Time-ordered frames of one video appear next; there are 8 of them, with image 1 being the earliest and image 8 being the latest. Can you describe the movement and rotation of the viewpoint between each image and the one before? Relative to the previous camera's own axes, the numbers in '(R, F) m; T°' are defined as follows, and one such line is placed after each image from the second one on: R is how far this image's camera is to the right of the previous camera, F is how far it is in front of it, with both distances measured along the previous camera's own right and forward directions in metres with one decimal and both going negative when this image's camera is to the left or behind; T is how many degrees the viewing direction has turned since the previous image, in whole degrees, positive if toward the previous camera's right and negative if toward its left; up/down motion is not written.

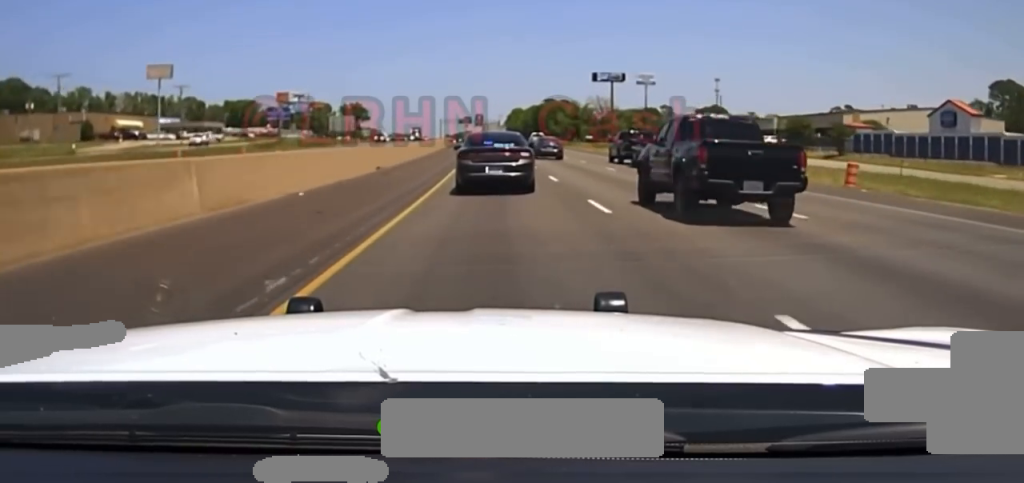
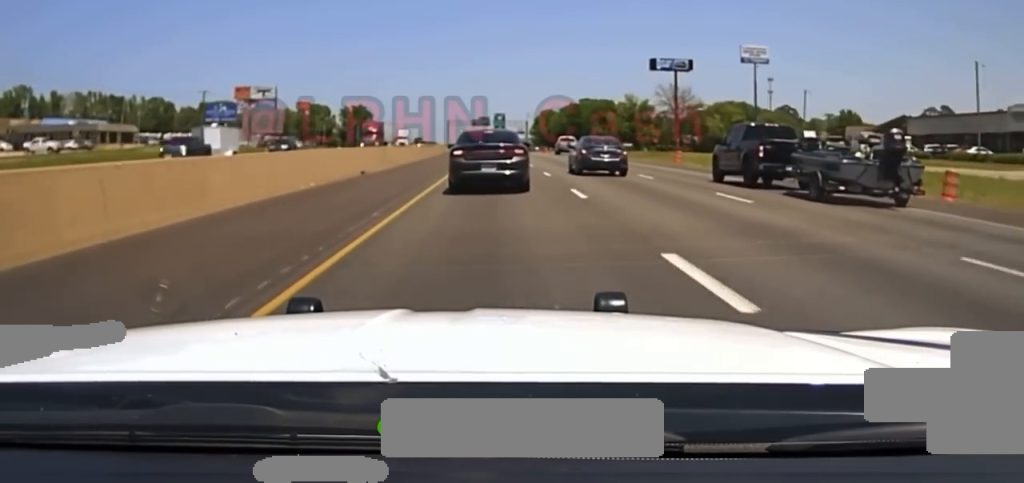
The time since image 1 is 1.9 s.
(-1.0, +88.2) m; -1°
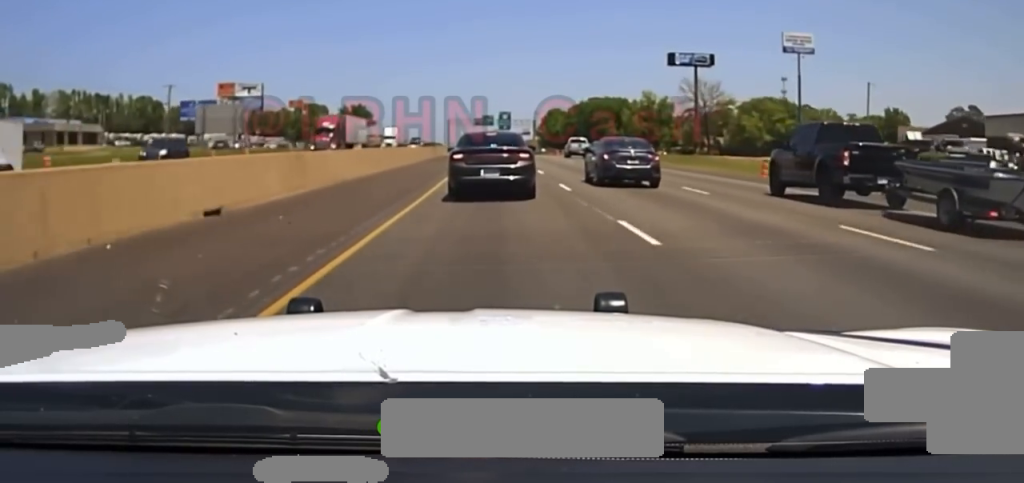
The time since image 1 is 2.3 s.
(-0.1, +23.8) m; 0°
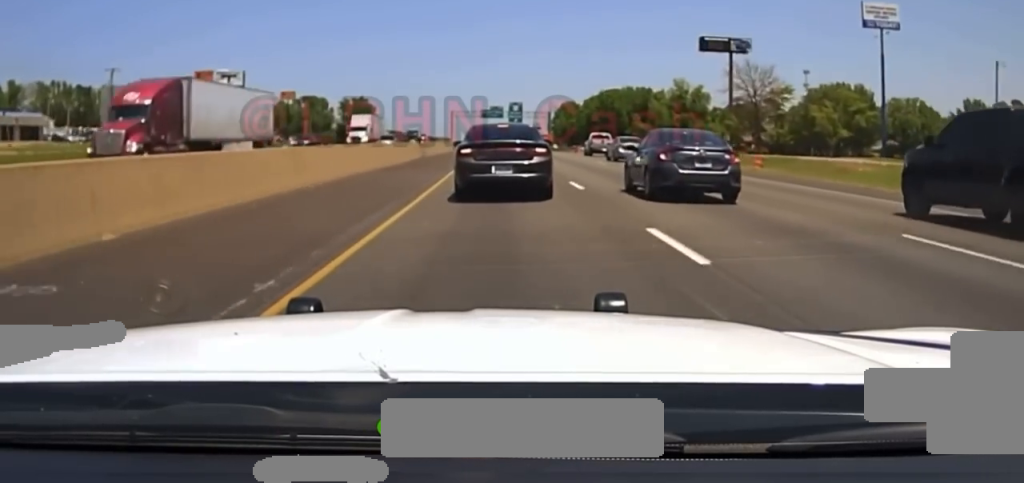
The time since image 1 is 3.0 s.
(-0.2, +29.4) m; -1°
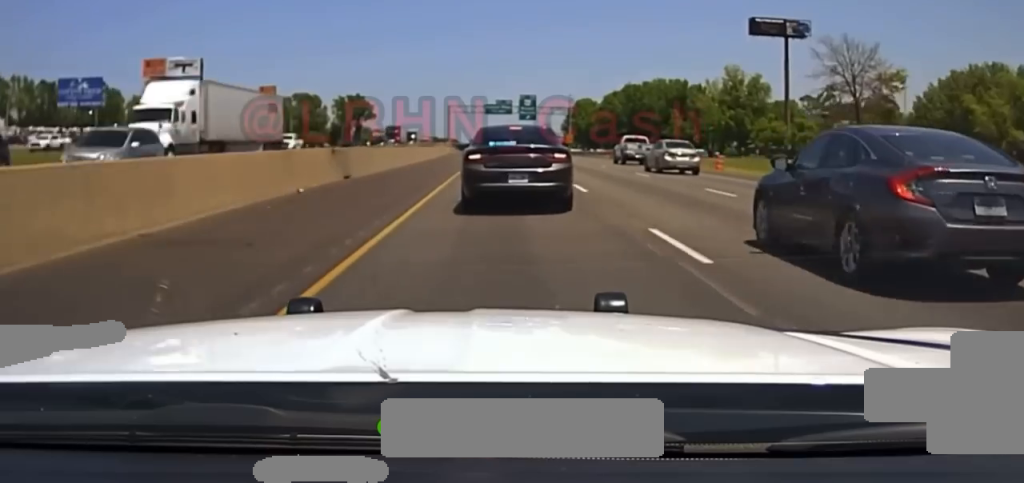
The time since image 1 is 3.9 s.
(-0.2, +38.4) m; -1°
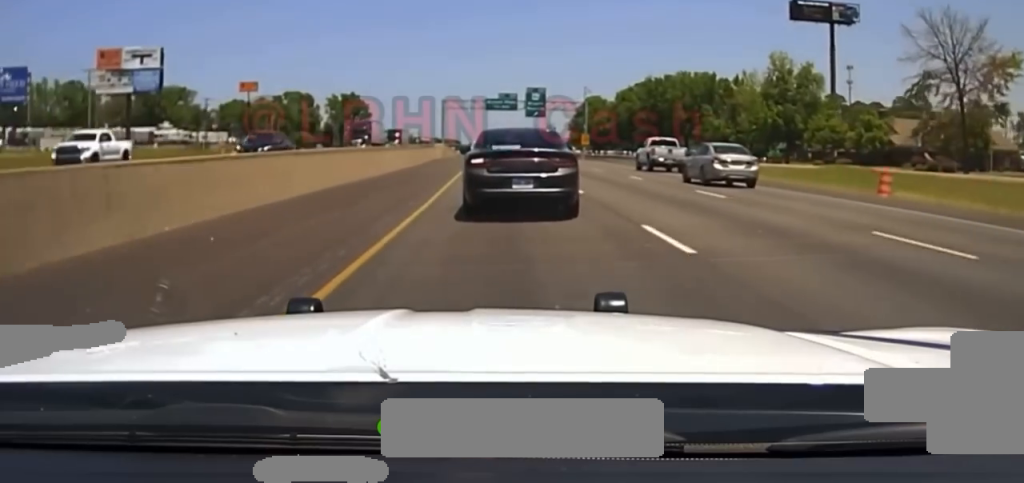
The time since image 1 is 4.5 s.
(-0.2, +23.1) m; 0°
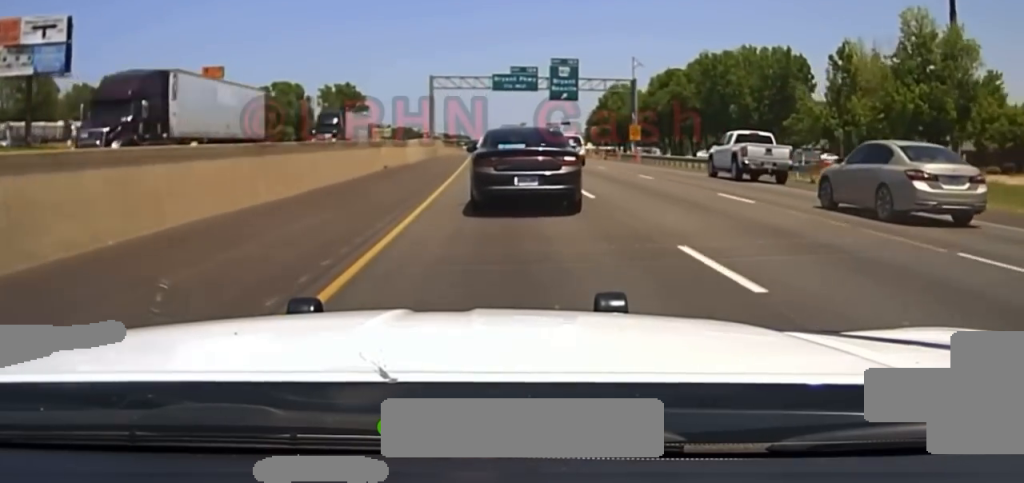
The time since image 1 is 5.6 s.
(+0.1, +34.4) m; 0°
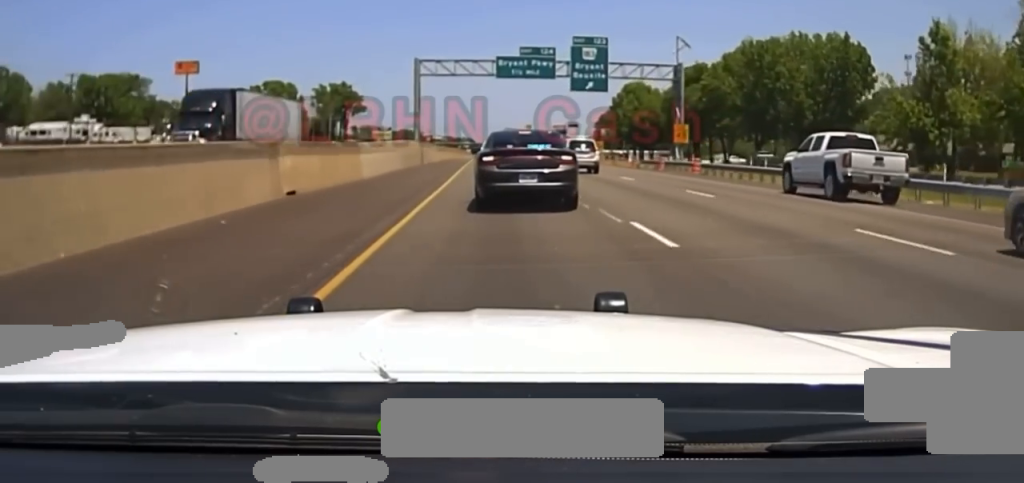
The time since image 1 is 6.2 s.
(0.0, +18.3) m; -1°
